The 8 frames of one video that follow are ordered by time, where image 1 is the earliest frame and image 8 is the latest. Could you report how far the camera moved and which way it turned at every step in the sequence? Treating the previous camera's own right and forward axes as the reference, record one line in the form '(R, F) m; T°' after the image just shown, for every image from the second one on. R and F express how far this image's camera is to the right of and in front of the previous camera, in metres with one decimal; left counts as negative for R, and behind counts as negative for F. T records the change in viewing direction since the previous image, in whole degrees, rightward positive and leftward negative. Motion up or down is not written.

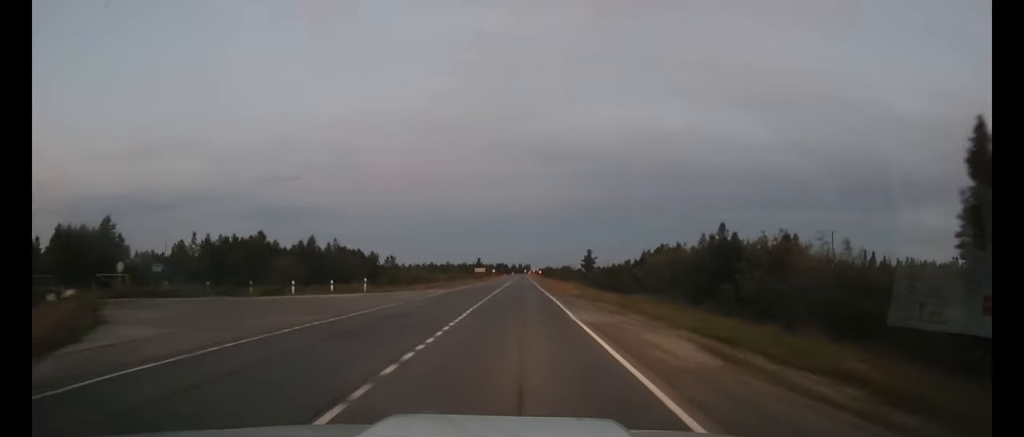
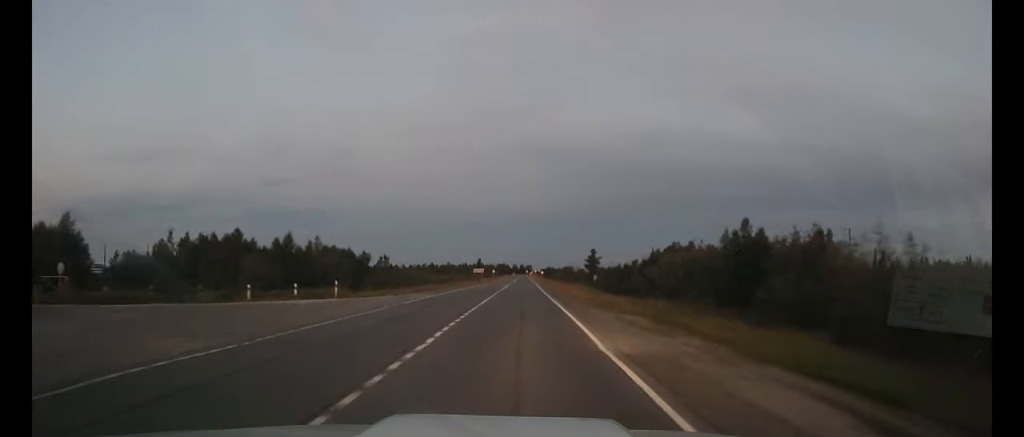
(0.0, +6.9) m; 0°
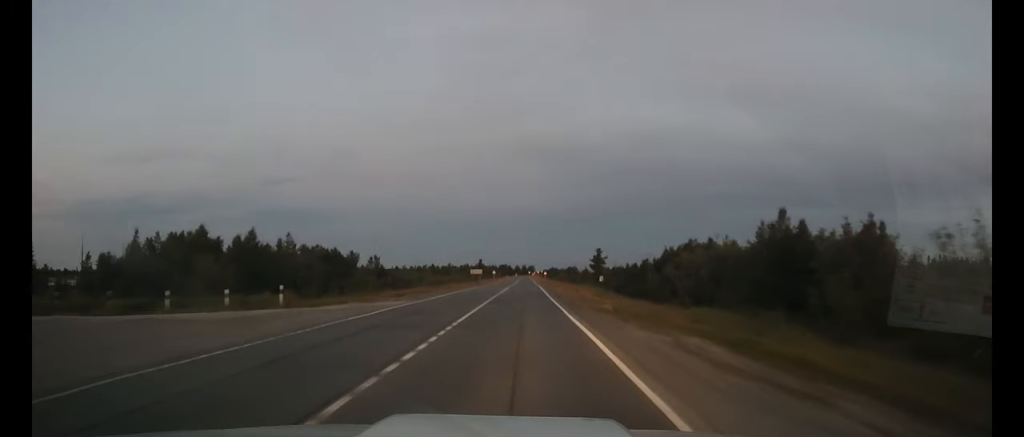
(0.0, +8.5) m; 0°
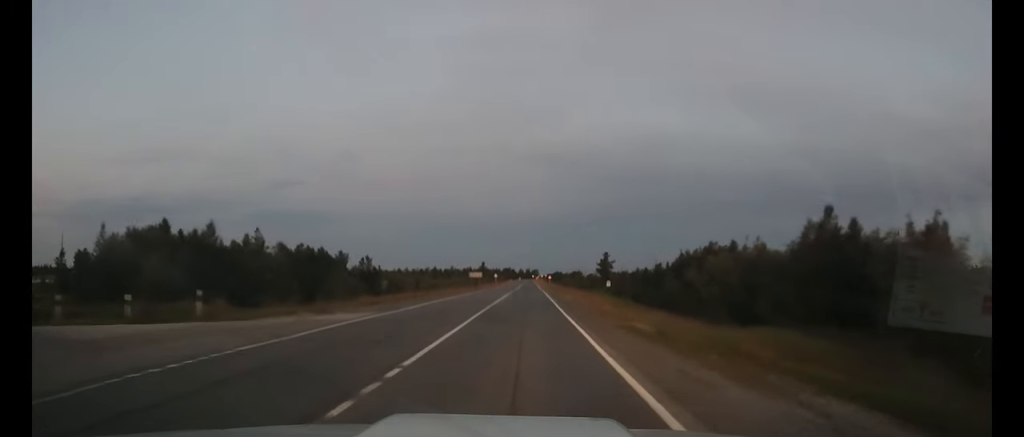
(0.0, +7.6) m; 0°
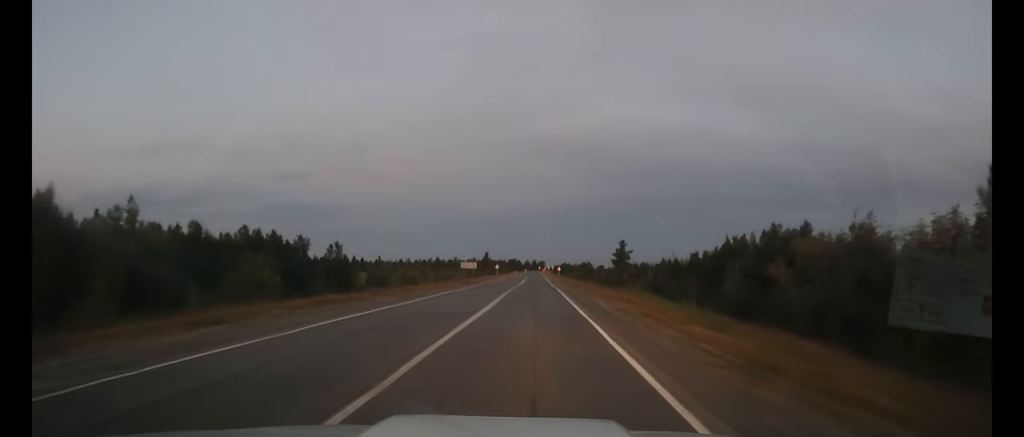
(-0.1, +18.5) m; -1°
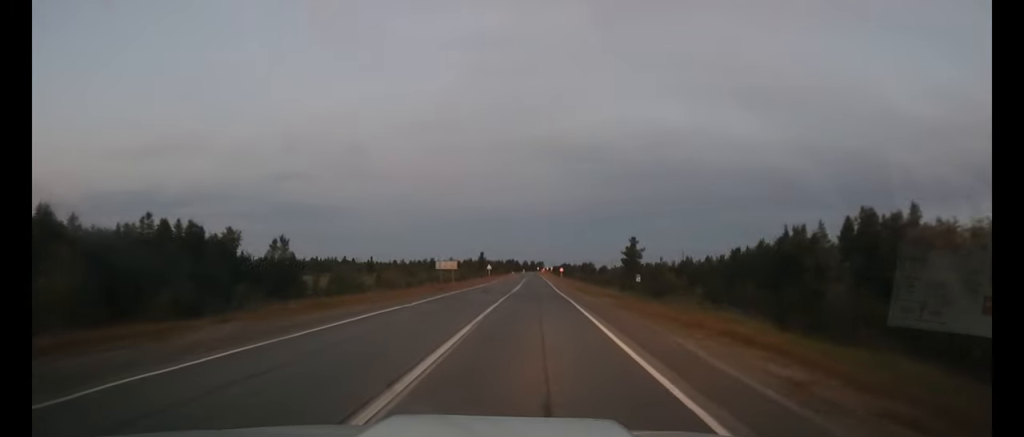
(-0.1, +17.9) m; 0°
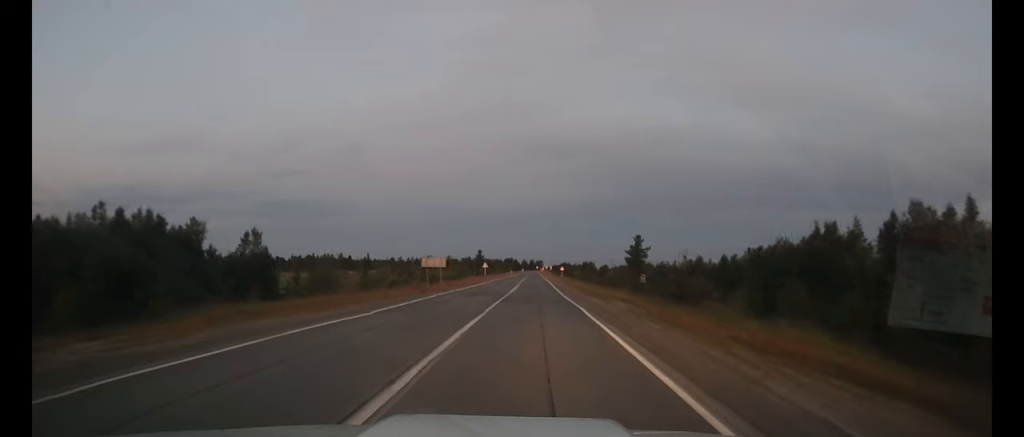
(0.0, +6.7) m; 0°
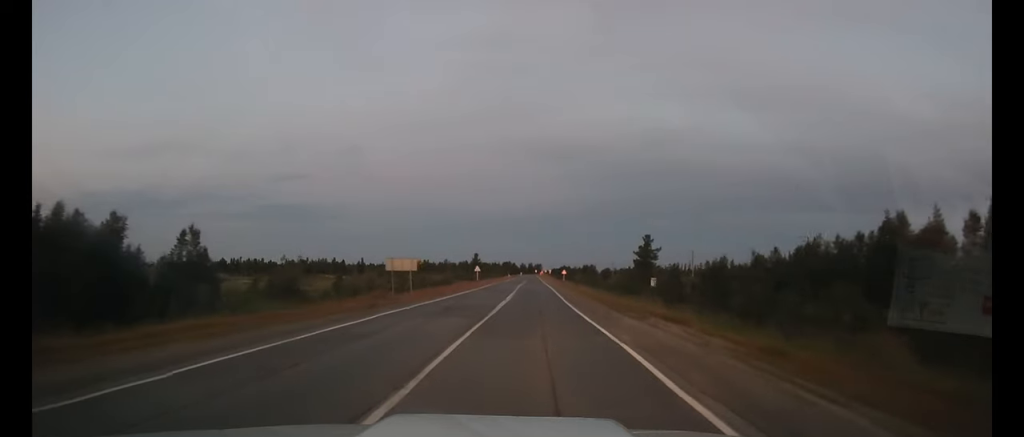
(0.0, +11.5) m; 0°
